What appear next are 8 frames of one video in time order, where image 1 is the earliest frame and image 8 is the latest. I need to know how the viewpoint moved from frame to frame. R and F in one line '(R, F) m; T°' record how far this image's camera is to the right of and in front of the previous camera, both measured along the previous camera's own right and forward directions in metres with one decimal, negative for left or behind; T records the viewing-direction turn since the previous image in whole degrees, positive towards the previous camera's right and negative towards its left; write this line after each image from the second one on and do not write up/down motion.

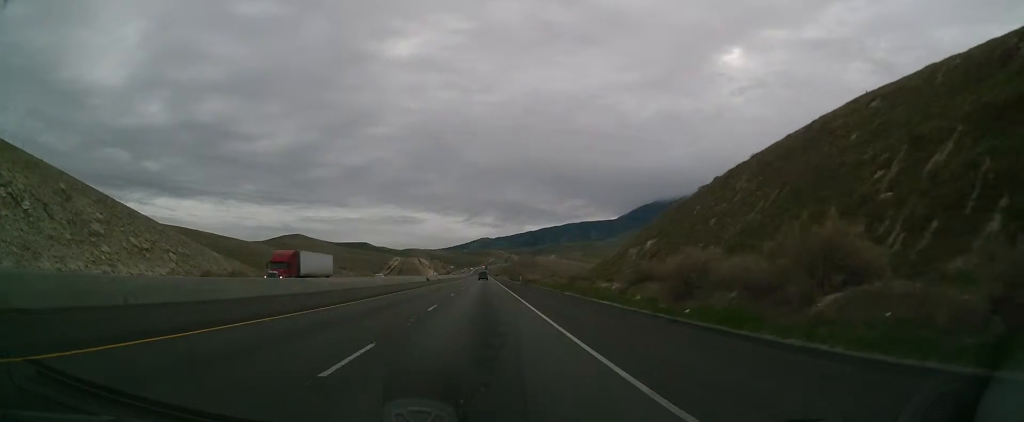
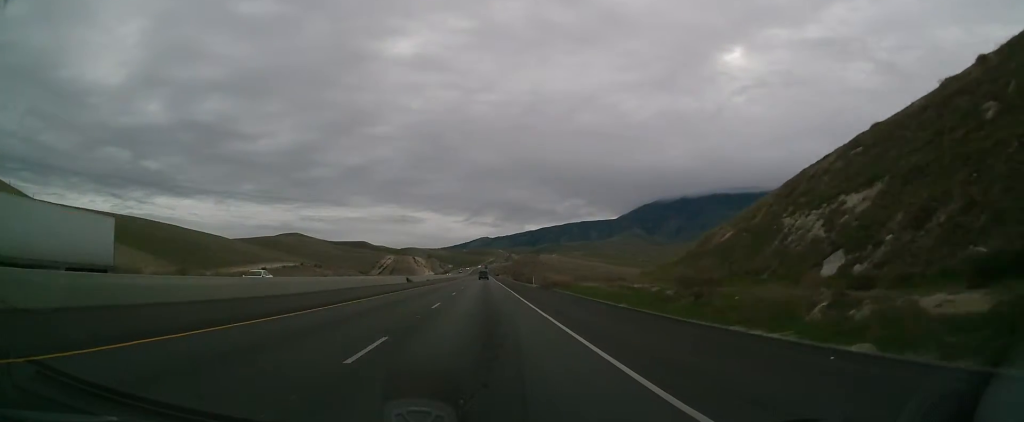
(+0.1, +27.9) m; 0°
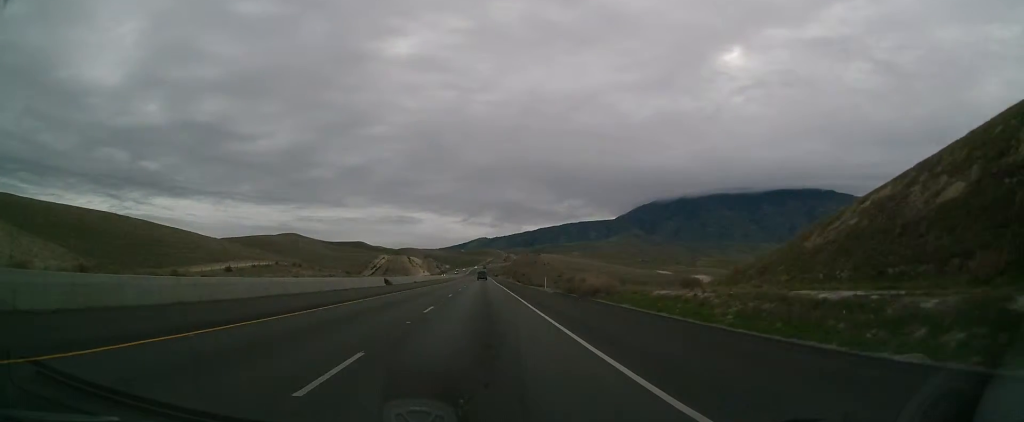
(+0.1, +16.9) m; 0°
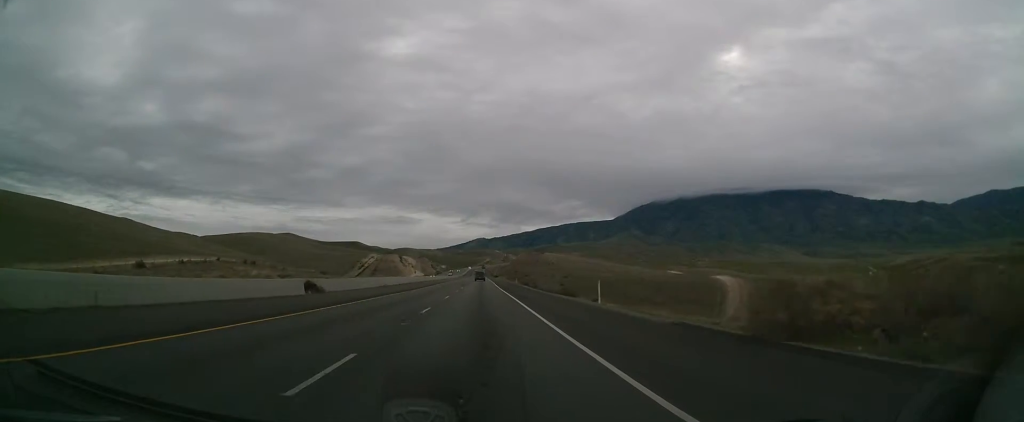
(-0.2, +31.1) m; 0°
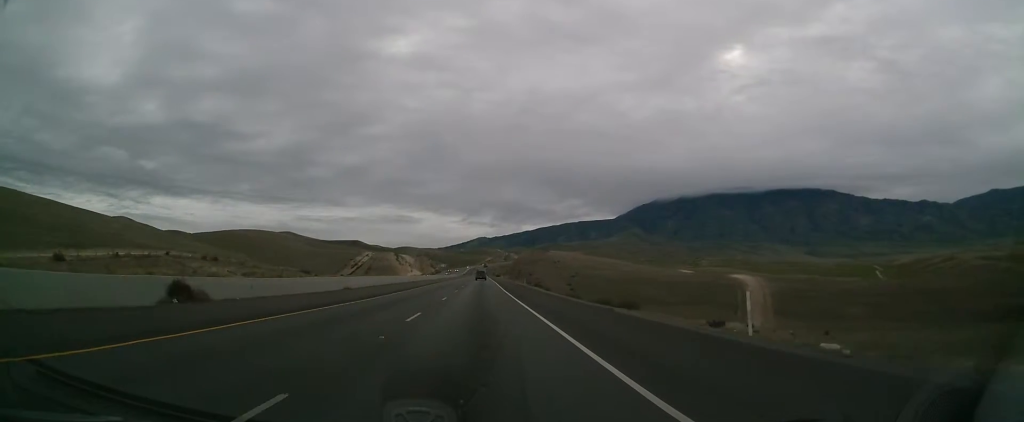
(+0.1, +21.7) m; 0°
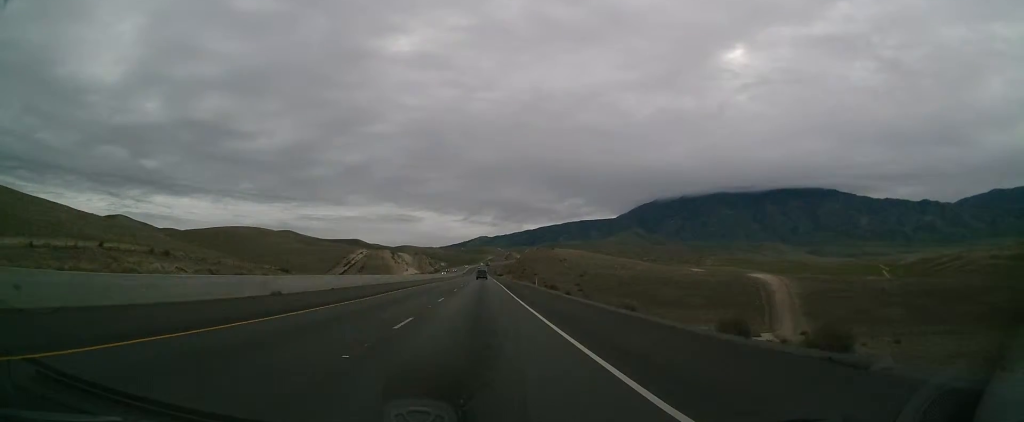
(+0.1, +21.1) m; 0°
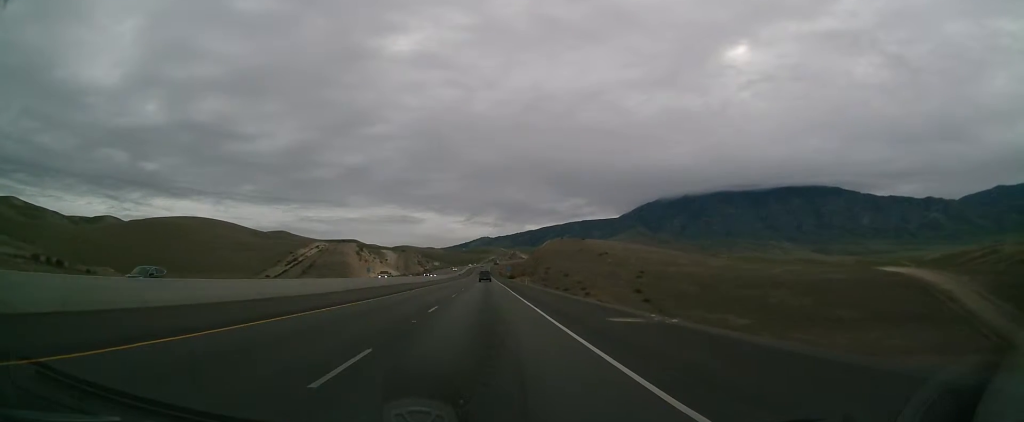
(+0.1, +99.1) m; 0°
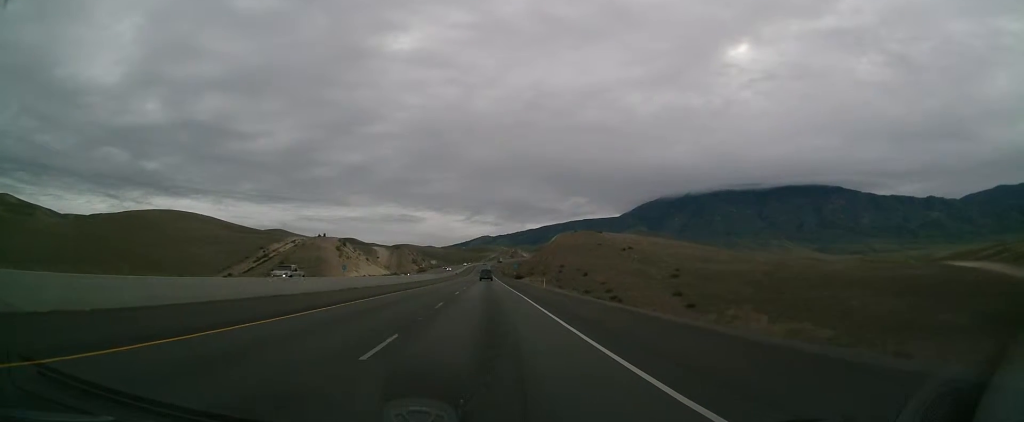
(-0.1, +28.8) m; 0°
